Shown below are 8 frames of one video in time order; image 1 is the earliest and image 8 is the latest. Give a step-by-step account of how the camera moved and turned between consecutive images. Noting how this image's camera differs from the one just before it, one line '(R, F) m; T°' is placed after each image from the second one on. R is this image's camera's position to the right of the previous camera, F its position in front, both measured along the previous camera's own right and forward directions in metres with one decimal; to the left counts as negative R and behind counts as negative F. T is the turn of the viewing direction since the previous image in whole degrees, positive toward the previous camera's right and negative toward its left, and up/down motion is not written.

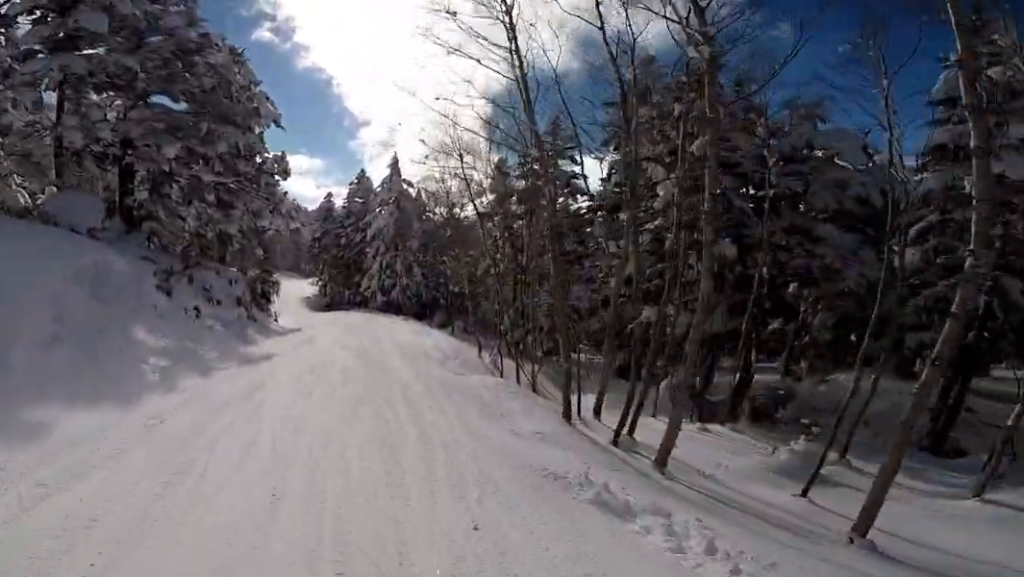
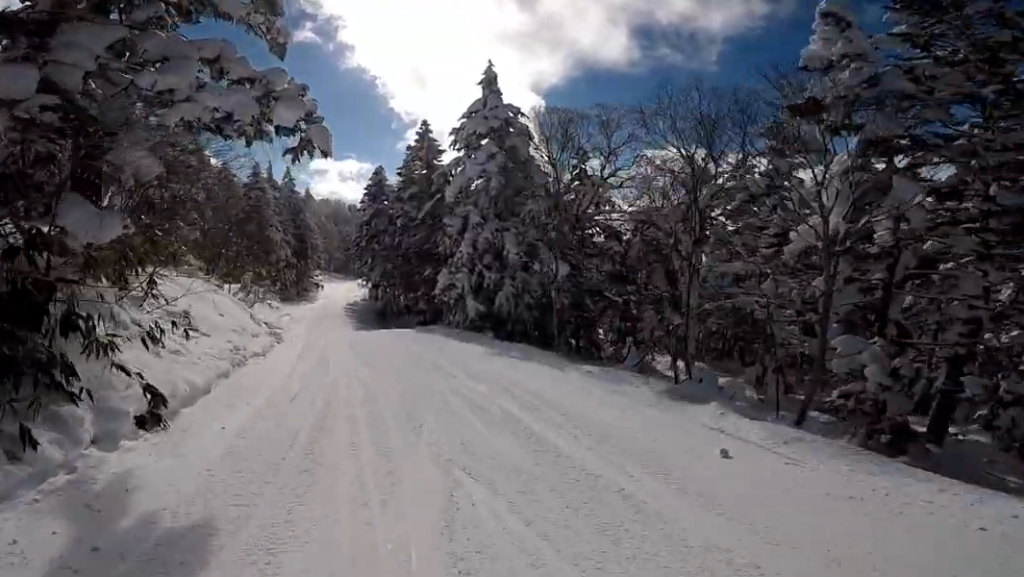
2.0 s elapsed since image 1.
(+0.2, +17.4) m; +3°
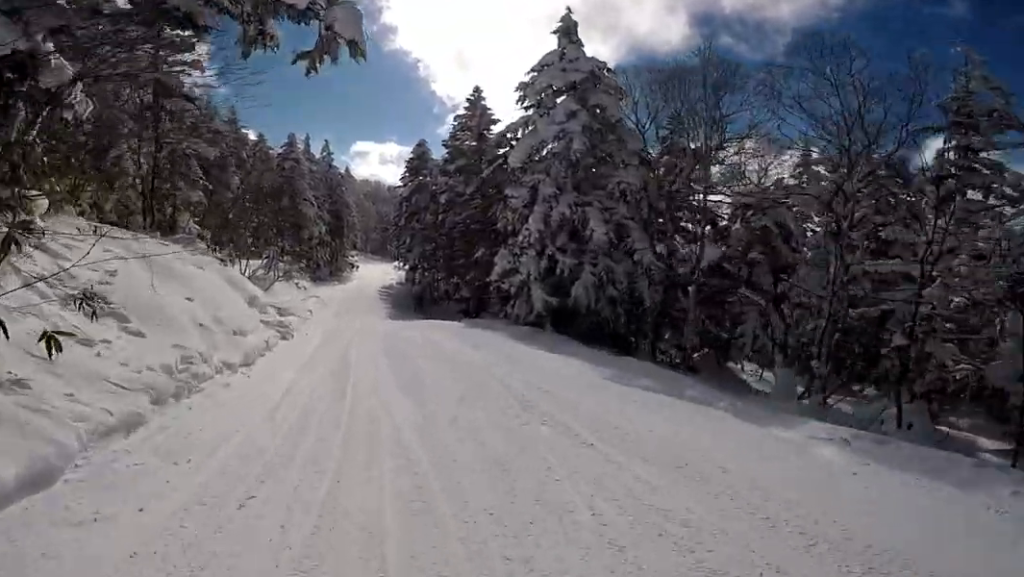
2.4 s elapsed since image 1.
(+0.3, +4.2) m; -2°
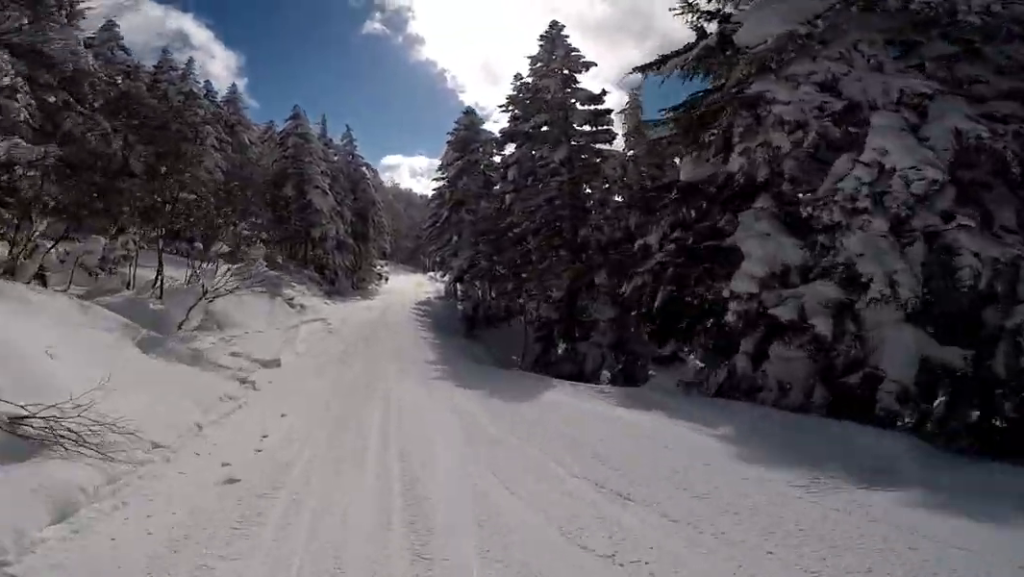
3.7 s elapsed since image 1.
(-1.0, +11.4) m; -5°
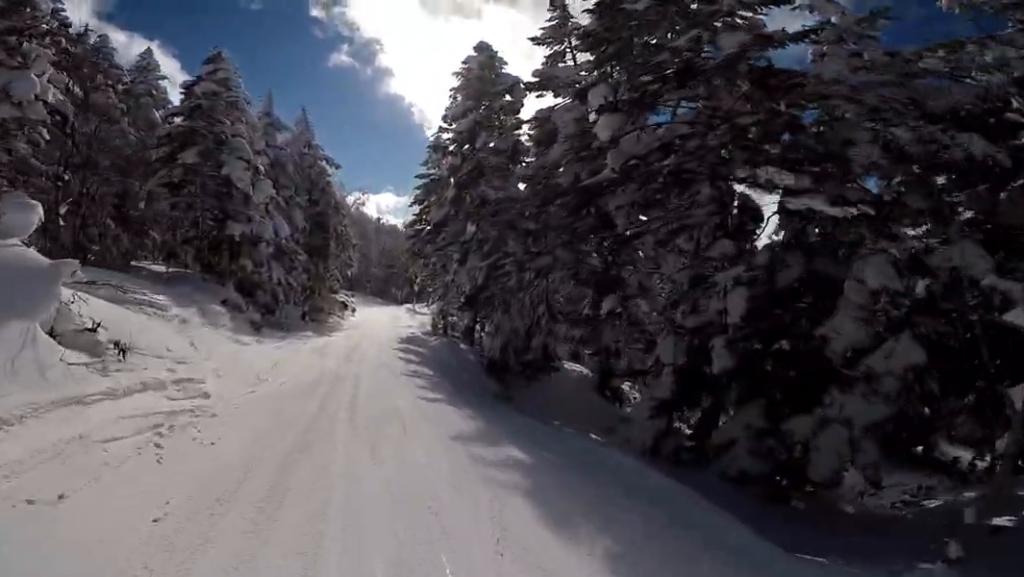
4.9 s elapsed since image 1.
(0.0, +12.1) m; 0°
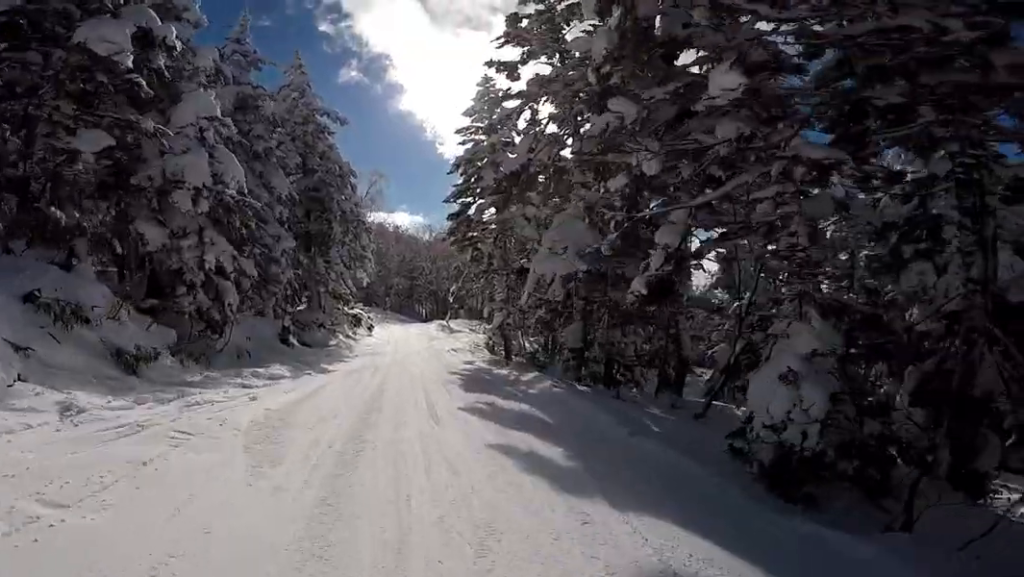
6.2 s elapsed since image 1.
(+0.5, +11.6) m; +5°
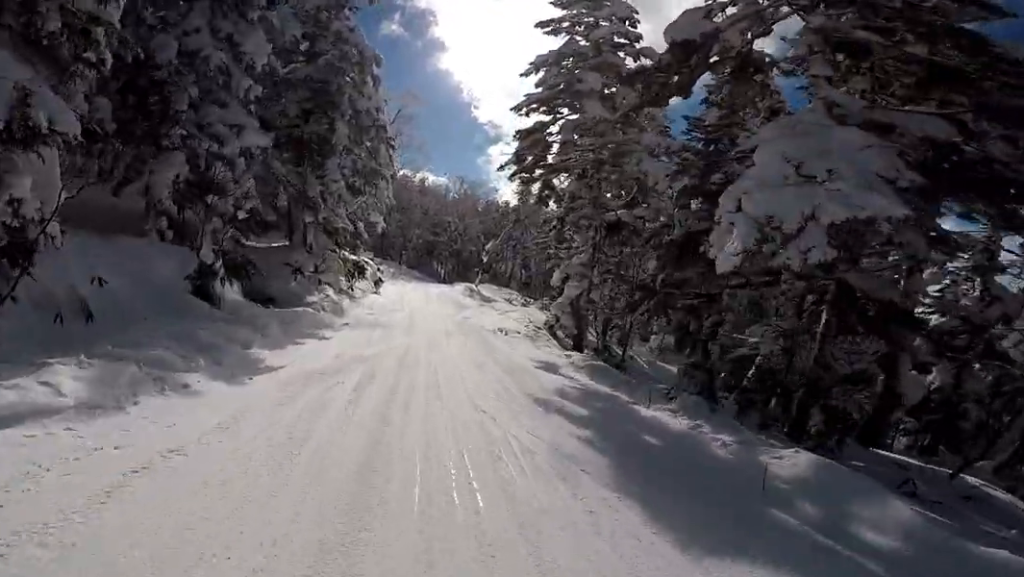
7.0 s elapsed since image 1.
(+0.2, +7.6) m; -1°
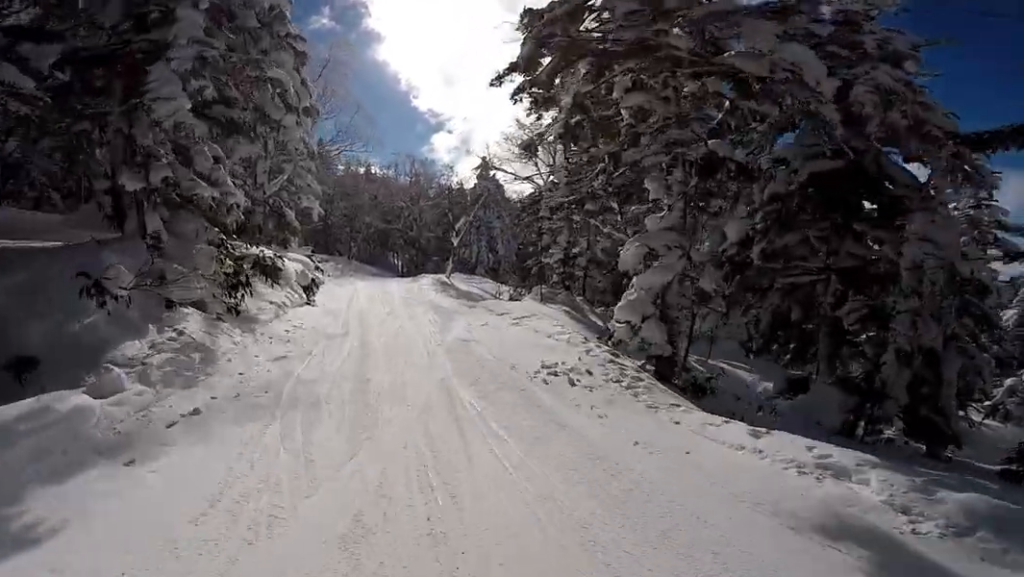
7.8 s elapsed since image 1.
(-0.4, +7.0) m; -2°
